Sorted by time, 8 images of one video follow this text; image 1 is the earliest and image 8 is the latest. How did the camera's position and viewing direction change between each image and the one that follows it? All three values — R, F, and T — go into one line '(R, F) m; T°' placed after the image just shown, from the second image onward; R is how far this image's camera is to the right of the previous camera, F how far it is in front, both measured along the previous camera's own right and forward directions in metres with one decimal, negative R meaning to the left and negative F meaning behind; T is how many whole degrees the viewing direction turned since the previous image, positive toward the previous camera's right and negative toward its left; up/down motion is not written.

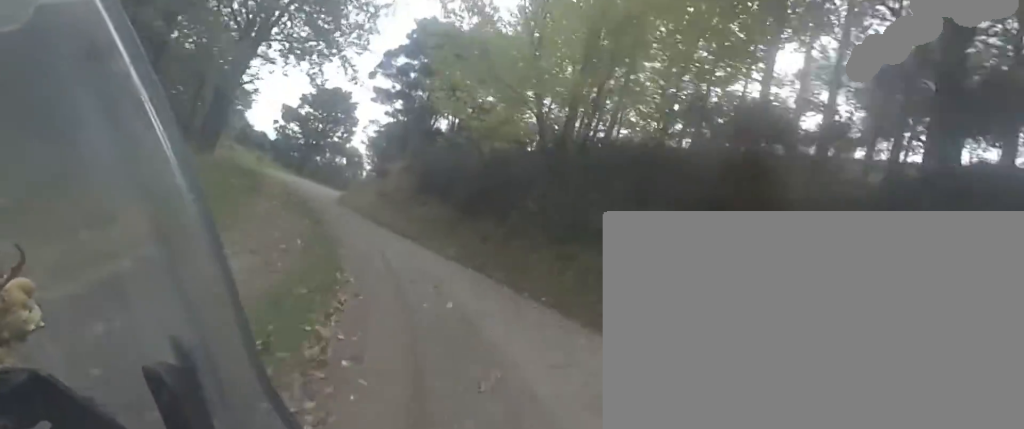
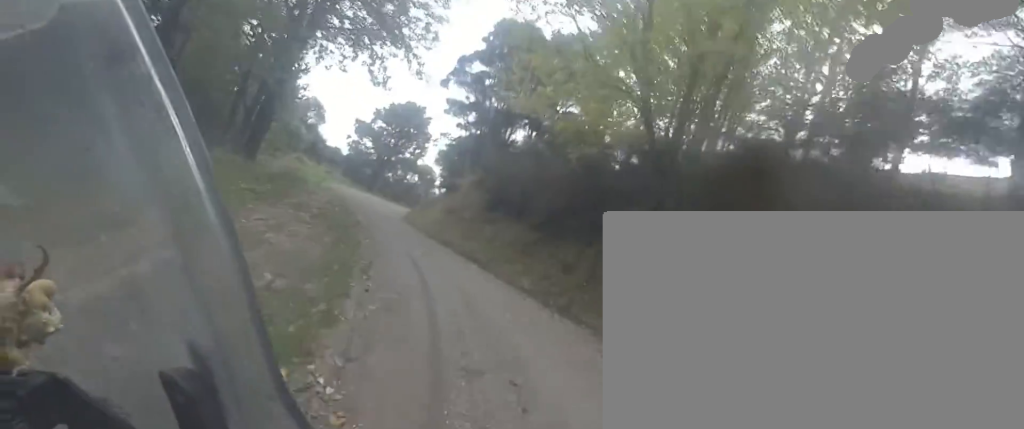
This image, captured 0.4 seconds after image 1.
(-0.1, +4.7) m; -5°
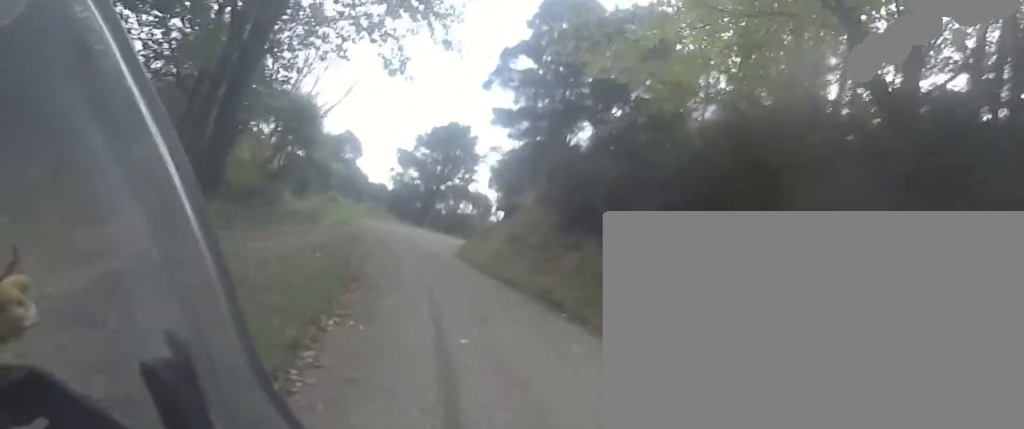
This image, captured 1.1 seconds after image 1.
(0.0, +7.1) m; -8°
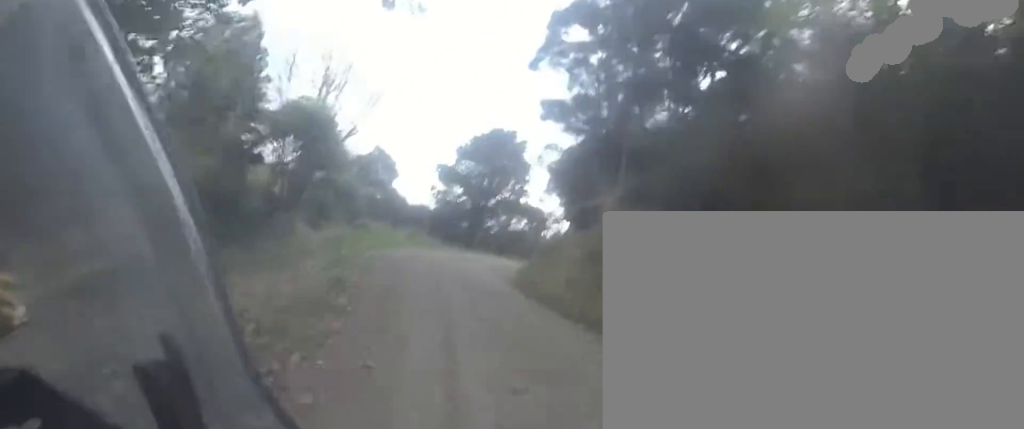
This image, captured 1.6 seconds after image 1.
(-1.0, +6.2) m; -5°
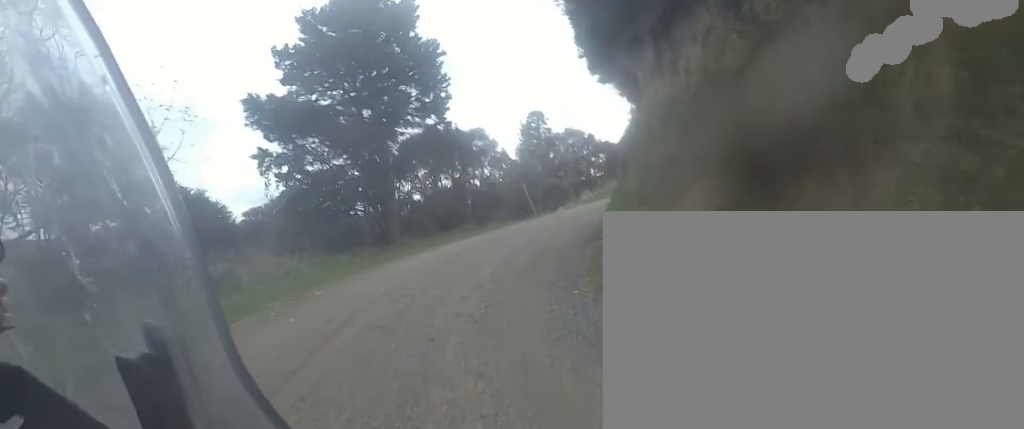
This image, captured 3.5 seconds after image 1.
(-0.7, +19.8) m; +8°
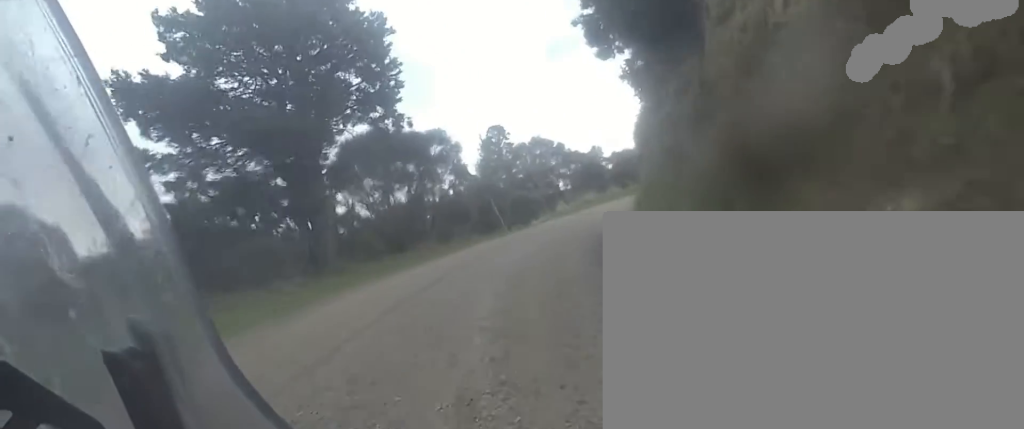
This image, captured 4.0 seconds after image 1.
(-0.6, +4.8) m; +9°
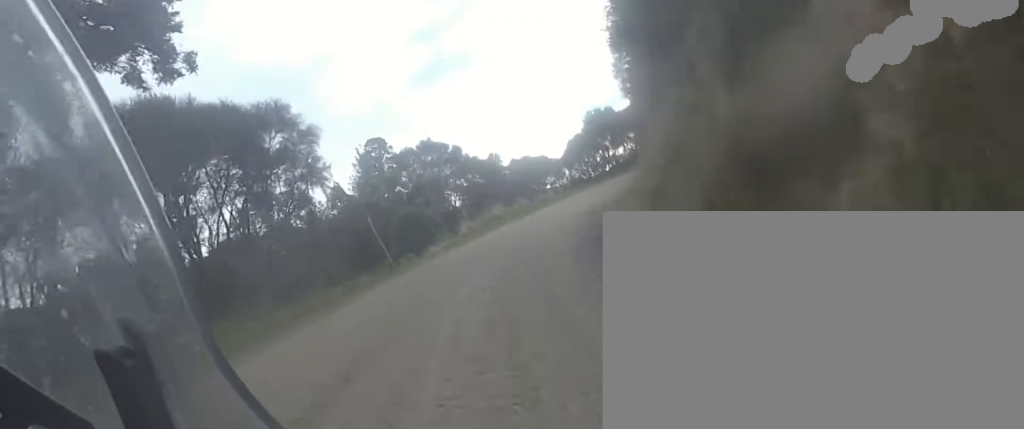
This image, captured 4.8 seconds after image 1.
(+2.3, +7.5) m; +21°
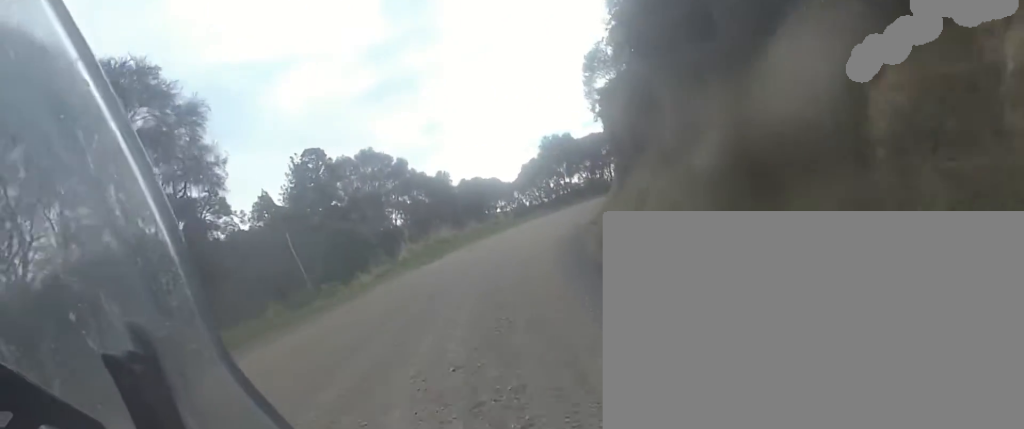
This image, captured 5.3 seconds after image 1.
(+0.4, +4.2) m; +6°
